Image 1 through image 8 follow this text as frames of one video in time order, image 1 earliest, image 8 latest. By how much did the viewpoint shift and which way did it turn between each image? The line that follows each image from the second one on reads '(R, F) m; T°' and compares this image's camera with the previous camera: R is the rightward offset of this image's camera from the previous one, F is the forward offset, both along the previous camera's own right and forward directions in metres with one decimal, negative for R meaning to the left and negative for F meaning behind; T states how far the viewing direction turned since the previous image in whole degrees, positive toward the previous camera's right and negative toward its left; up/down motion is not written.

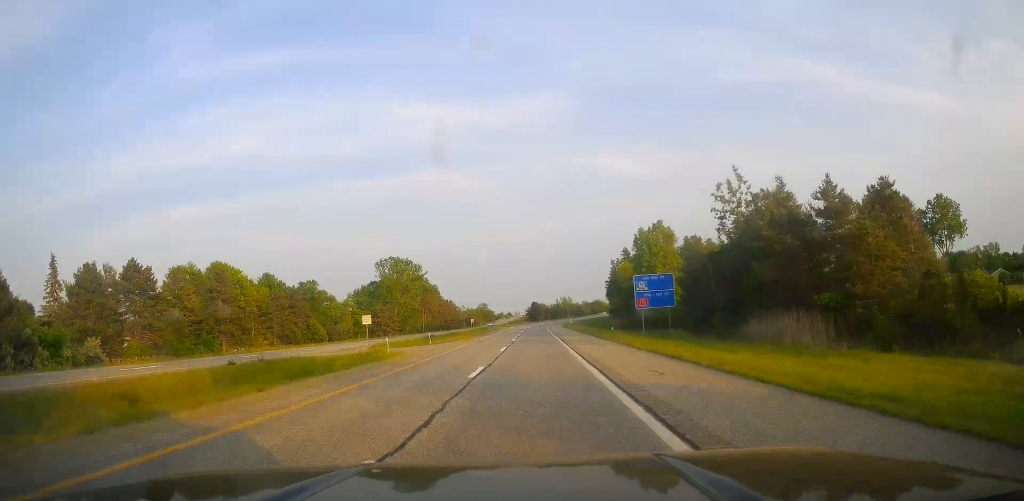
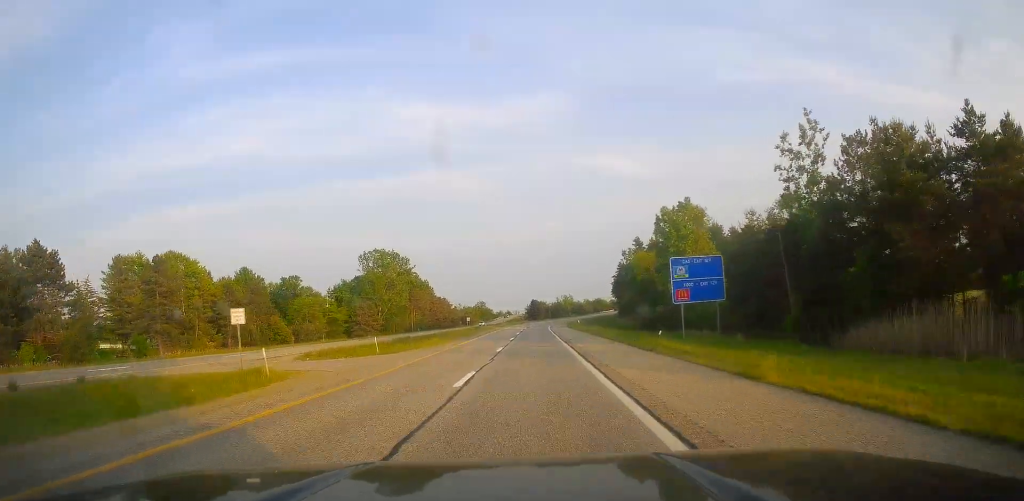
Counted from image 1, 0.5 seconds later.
(-0.2, +18.2) m; 0°
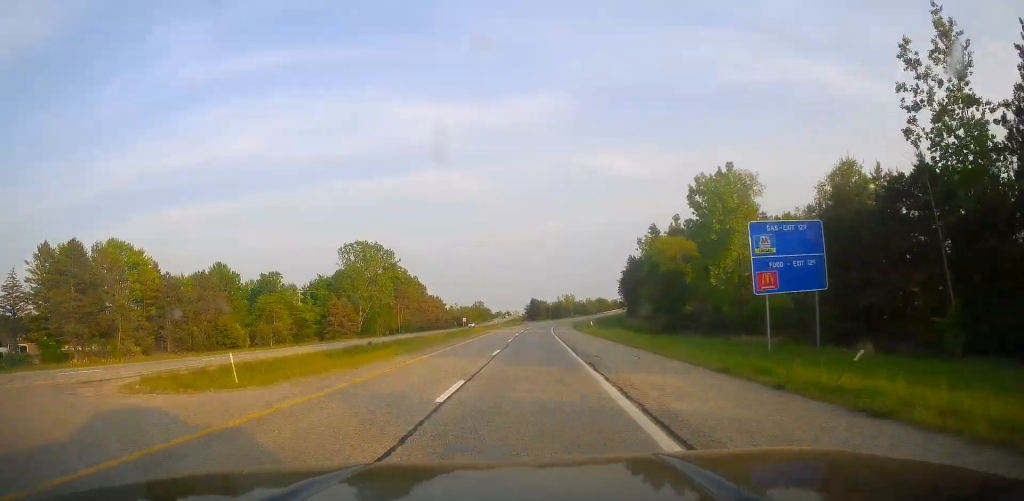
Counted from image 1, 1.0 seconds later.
(+0.4, +18.2) m; +1°
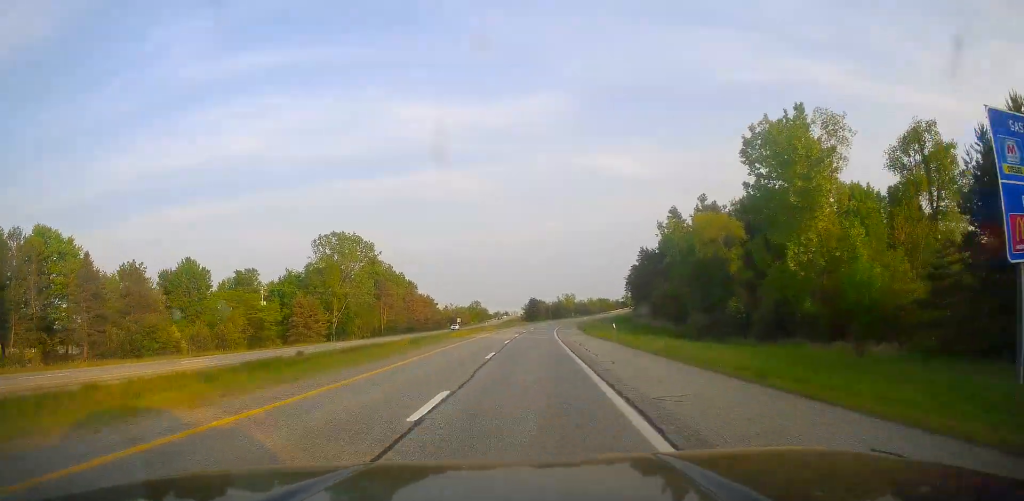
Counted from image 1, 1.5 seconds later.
(+0.2, +18.2) m; +1°
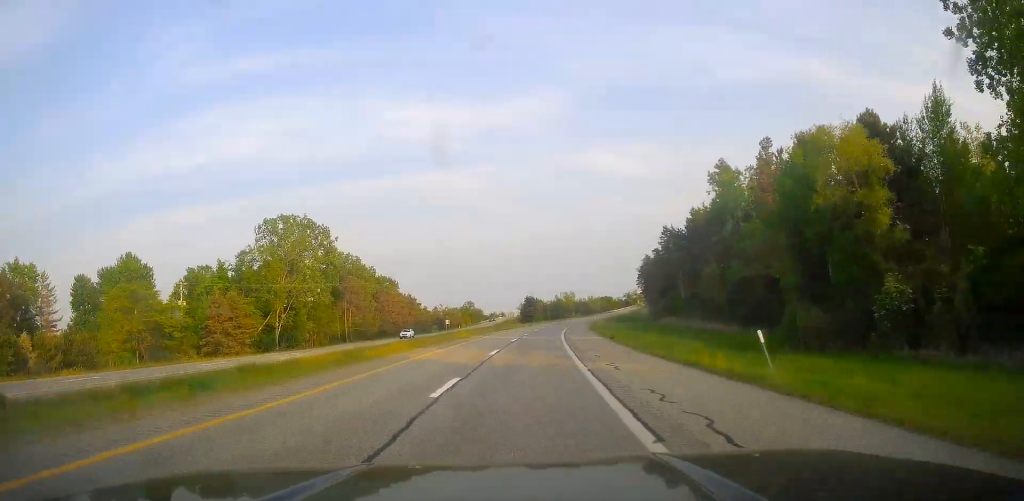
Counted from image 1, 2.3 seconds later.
(+0.2, +27.6) m; 0°
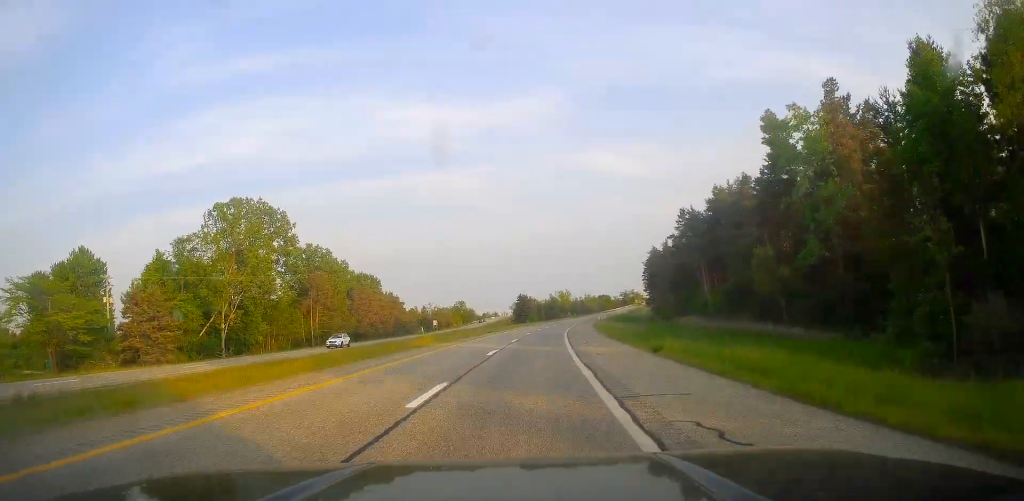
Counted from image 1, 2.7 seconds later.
(-0.1, +16.8) m; 0°
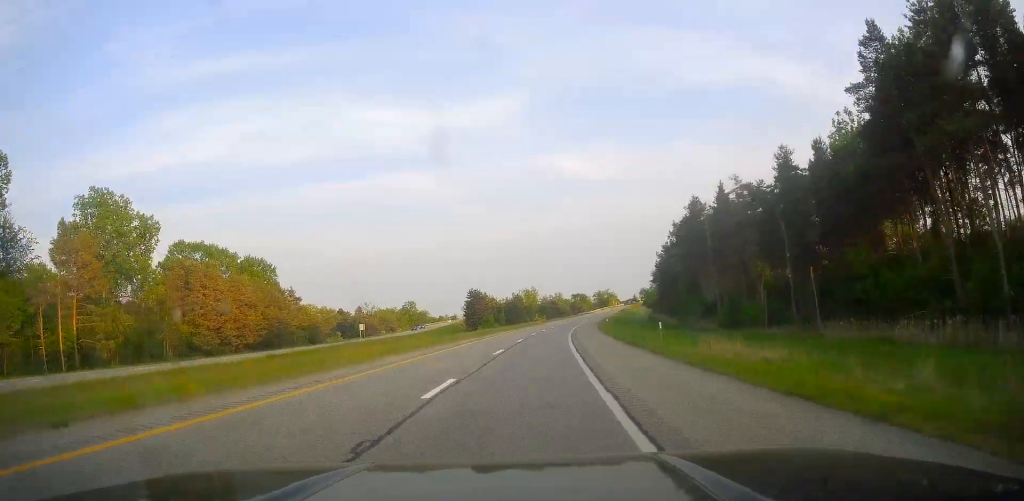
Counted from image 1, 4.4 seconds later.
(0.0, +60.0) m; +2°
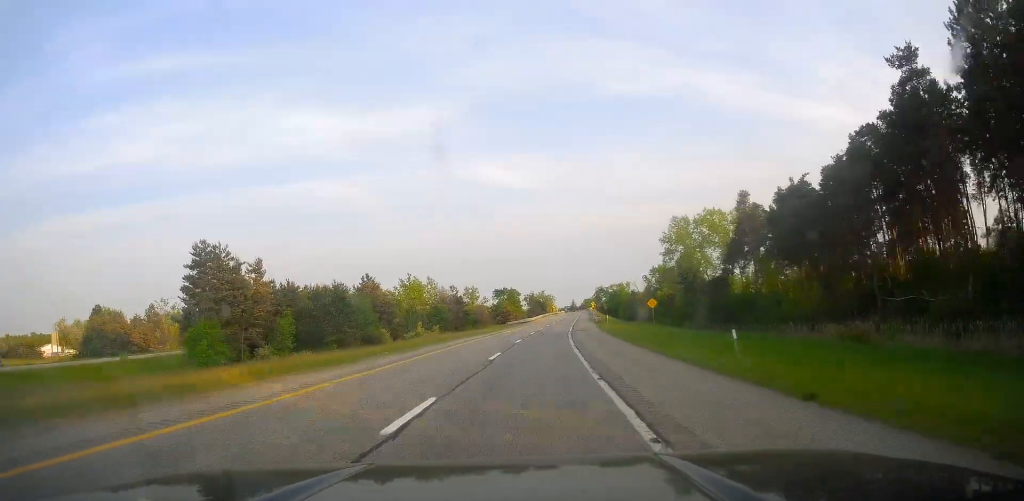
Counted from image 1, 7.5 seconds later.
(+7.6, +111.4) m; +7°
